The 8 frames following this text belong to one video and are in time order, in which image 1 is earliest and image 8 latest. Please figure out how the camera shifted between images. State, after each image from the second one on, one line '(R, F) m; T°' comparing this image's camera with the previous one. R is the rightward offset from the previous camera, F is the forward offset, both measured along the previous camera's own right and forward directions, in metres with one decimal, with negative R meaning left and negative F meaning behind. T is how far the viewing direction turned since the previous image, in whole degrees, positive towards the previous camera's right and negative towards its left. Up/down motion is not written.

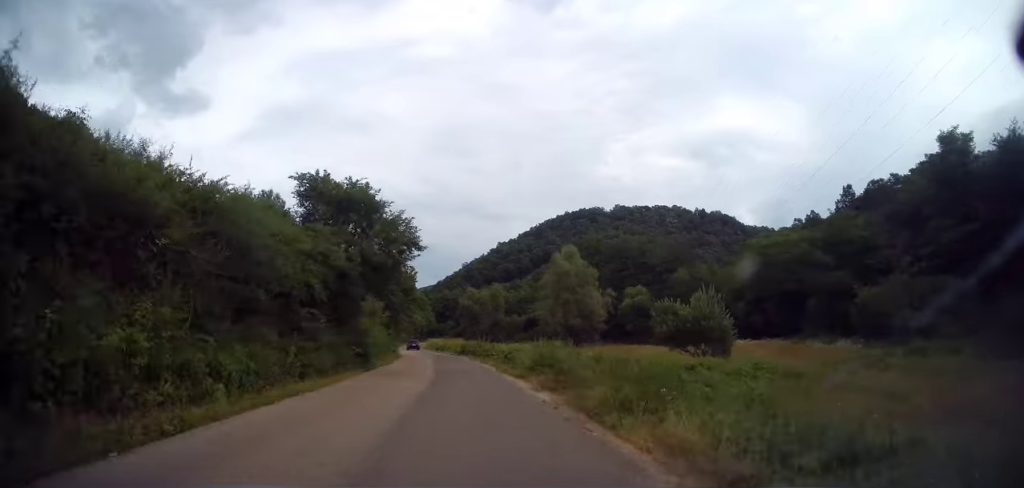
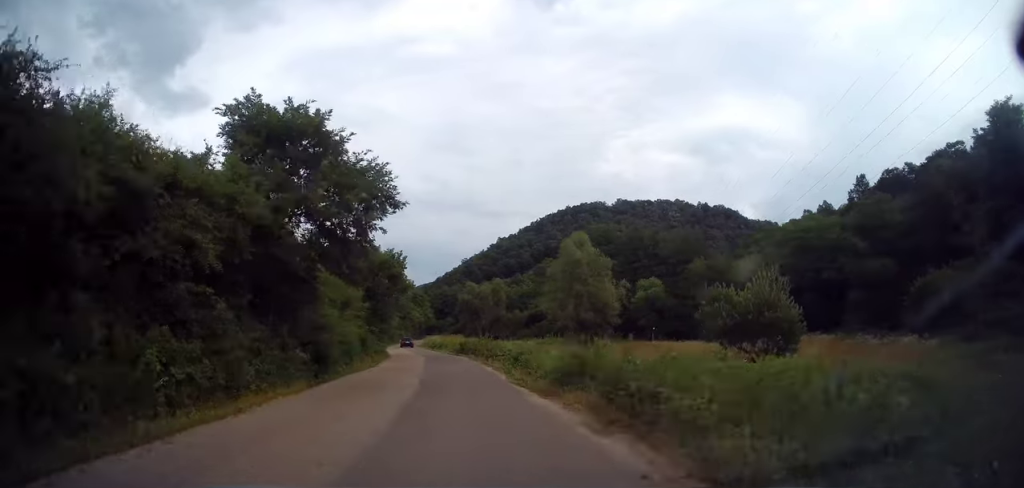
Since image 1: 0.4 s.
(0.0, +6.4) m; -1°
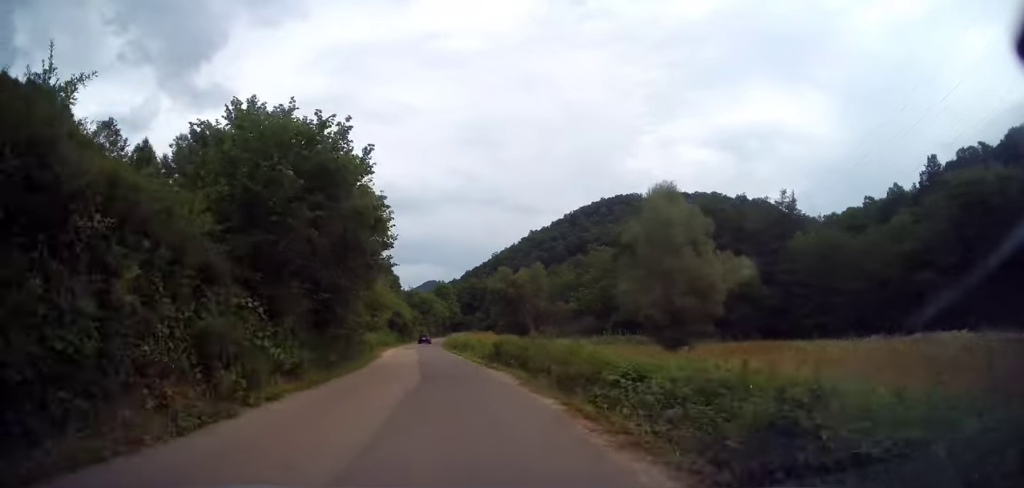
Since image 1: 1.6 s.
(-0.3, +17.9) m; -3°
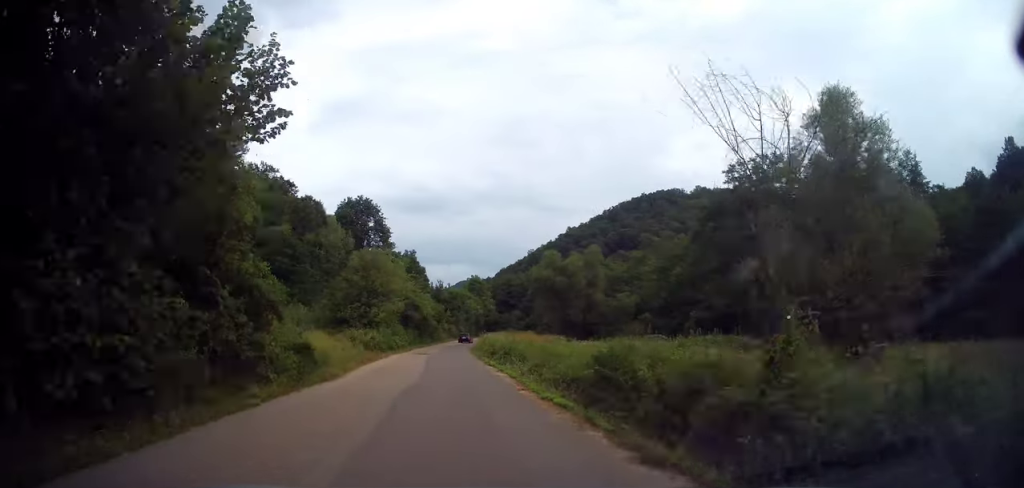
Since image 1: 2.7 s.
(-0.5, +16.5) m; -2°
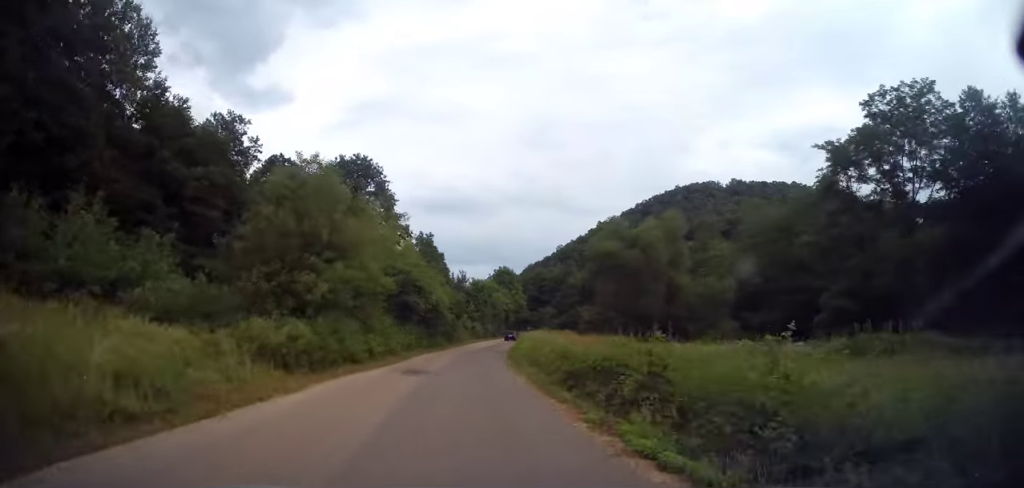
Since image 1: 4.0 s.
(0.0, +18.6) m; -3°
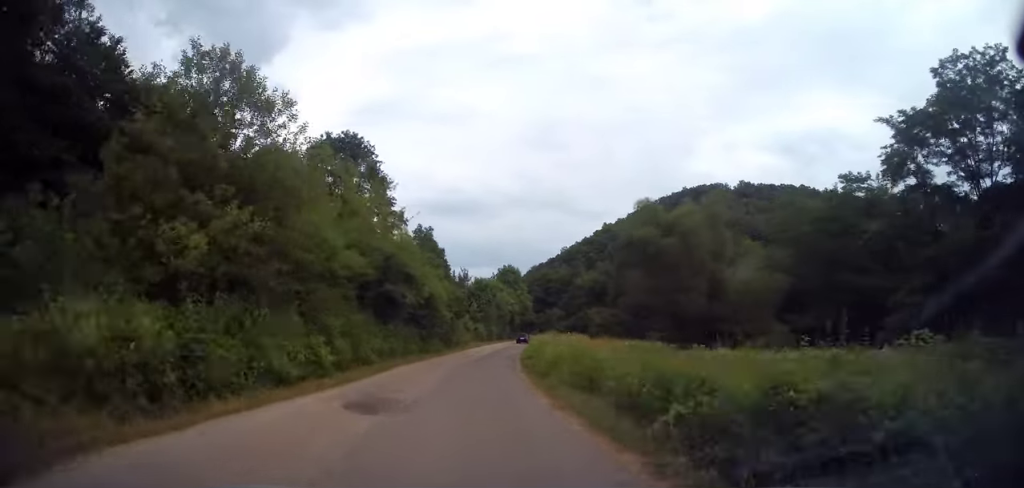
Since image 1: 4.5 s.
(-0.4, +7.6) m; 0°
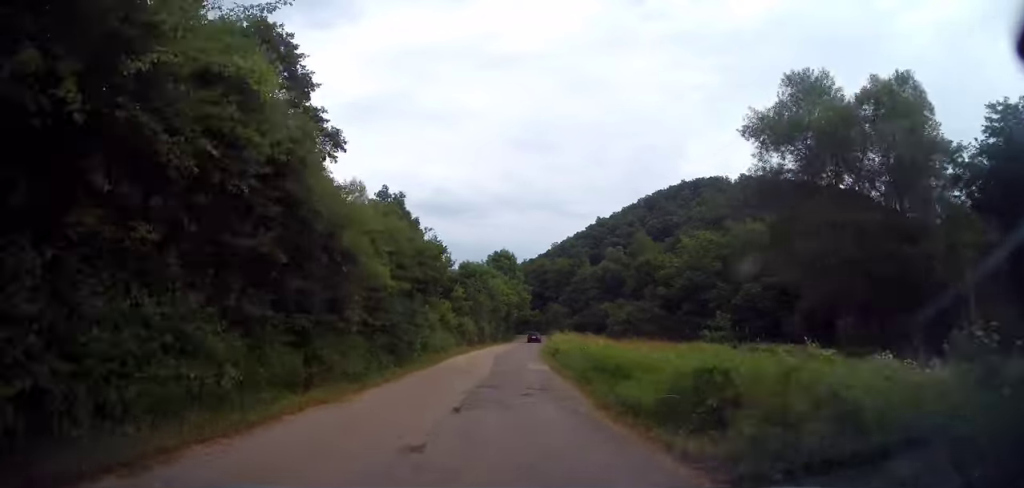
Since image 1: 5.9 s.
(+0.2, +21.3) m; +3°
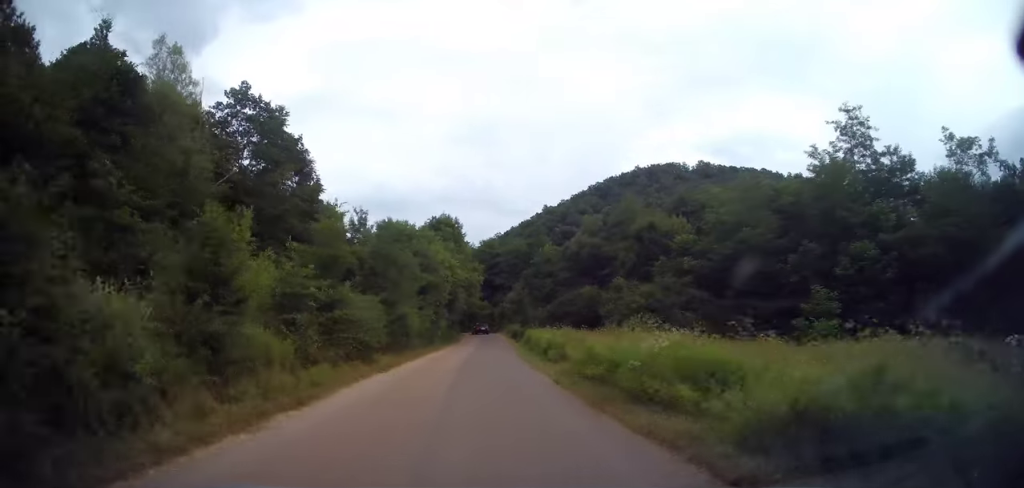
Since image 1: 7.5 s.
(+1.1, +25.5) m; +5°
